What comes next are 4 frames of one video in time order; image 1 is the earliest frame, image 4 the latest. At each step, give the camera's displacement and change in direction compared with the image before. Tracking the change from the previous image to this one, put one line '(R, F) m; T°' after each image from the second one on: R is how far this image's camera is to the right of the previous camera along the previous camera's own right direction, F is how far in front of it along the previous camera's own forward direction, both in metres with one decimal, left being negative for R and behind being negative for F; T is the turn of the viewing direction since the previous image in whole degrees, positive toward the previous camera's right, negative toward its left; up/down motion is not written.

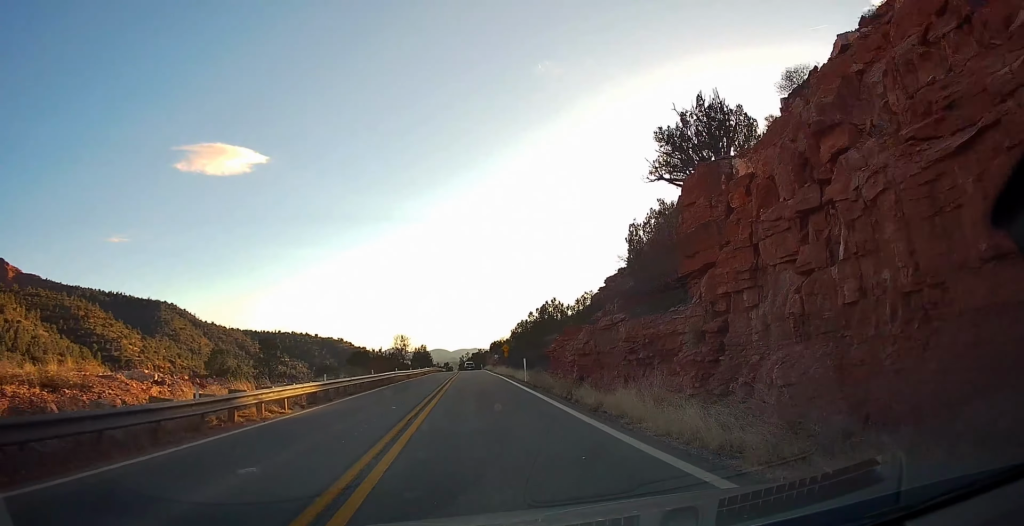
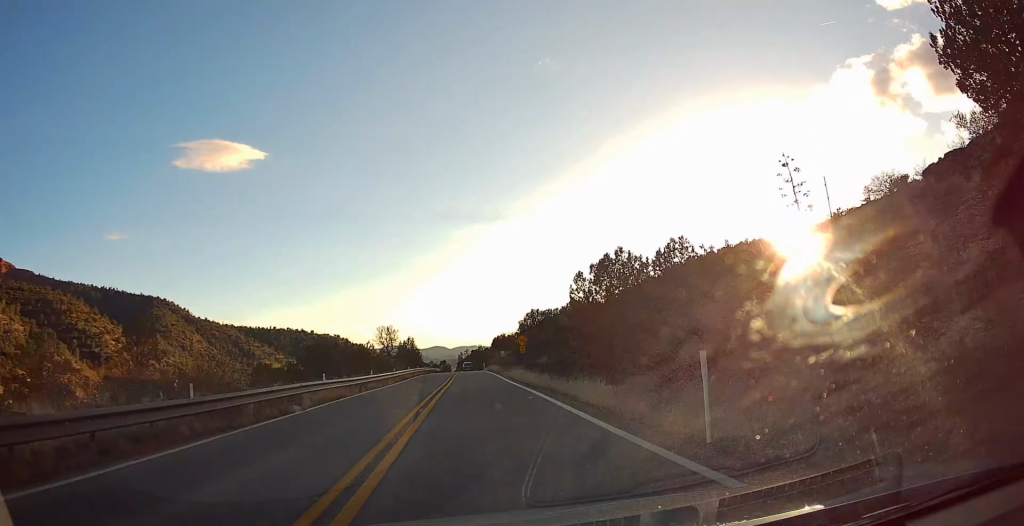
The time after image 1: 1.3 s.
(-0.4, +22.9) m; -1°
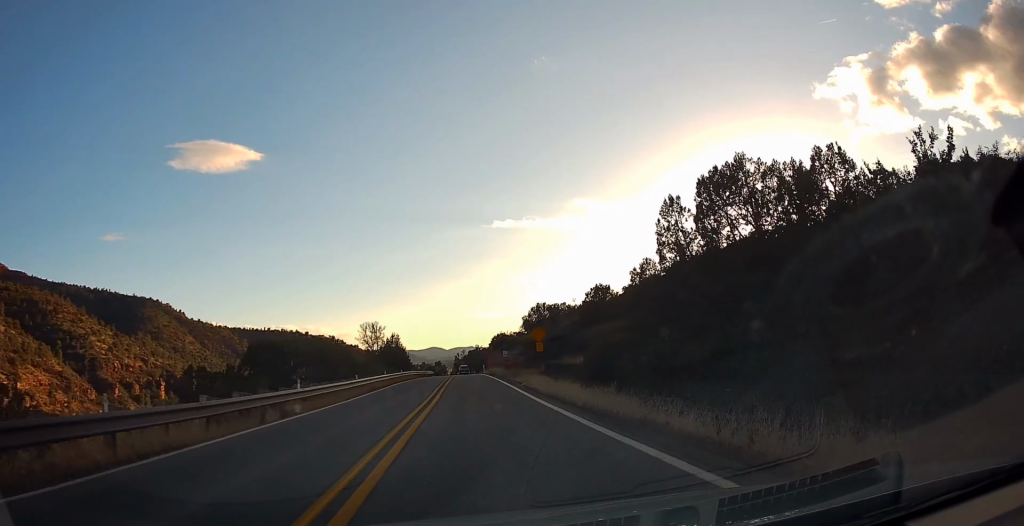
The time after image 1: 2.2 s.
(0.0, +13.9) m; +1°
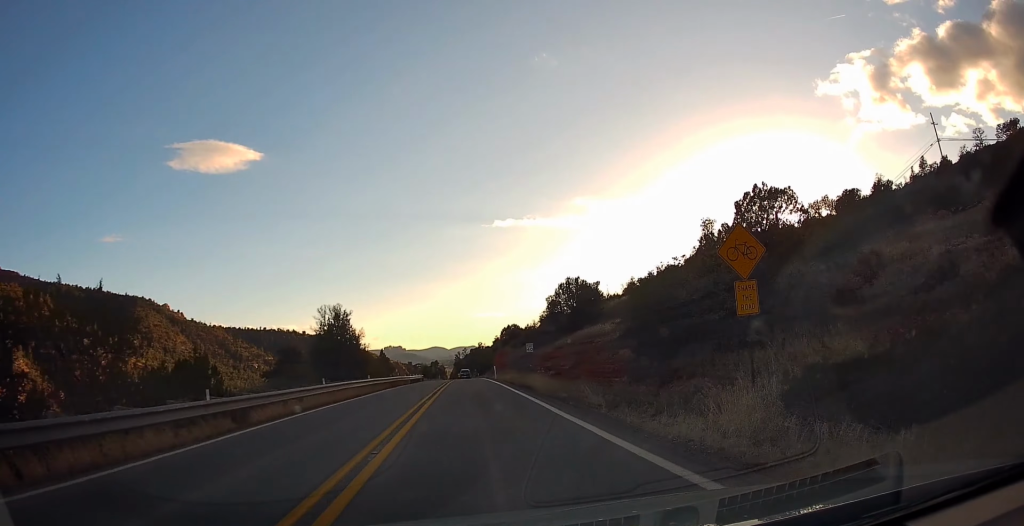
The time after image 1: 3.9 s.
(+0.5, +26.6) m; +1°
